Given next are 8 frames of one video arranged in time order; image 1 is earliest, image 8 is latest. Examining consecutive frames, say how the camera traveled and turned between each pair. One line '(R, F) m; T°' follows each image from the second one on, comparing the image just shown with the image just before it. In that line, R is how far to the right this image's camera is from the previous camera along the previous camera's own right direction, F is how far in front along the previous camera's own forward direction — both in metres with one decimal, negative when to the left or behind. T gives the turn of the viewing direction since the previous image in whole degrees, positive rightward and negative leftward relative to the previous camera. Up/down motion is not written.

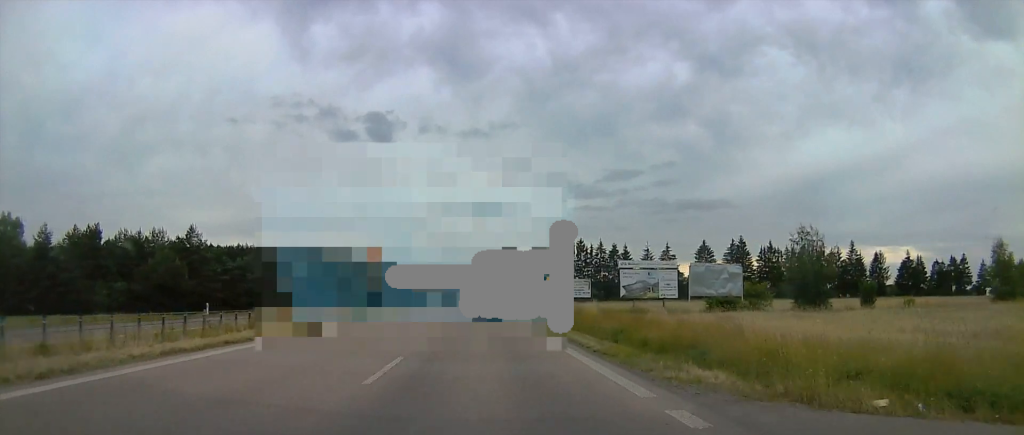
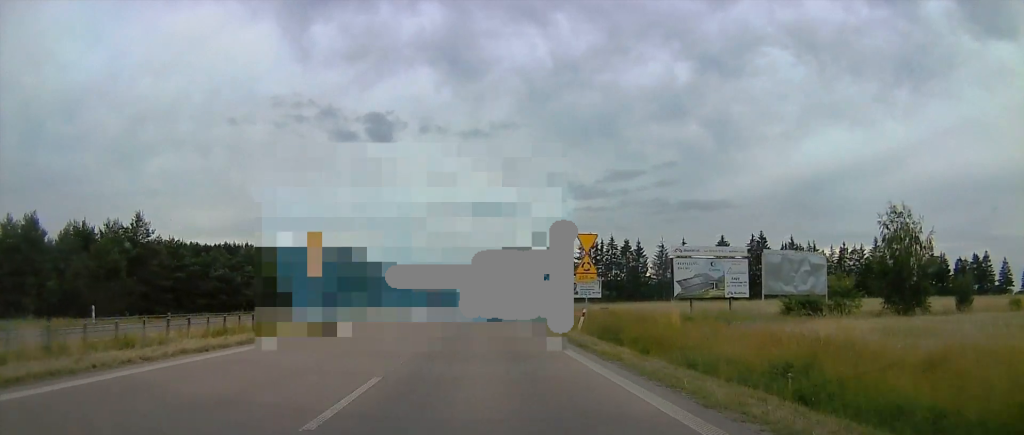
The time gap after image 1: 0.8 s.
(0.0, +14.6) m; 0°
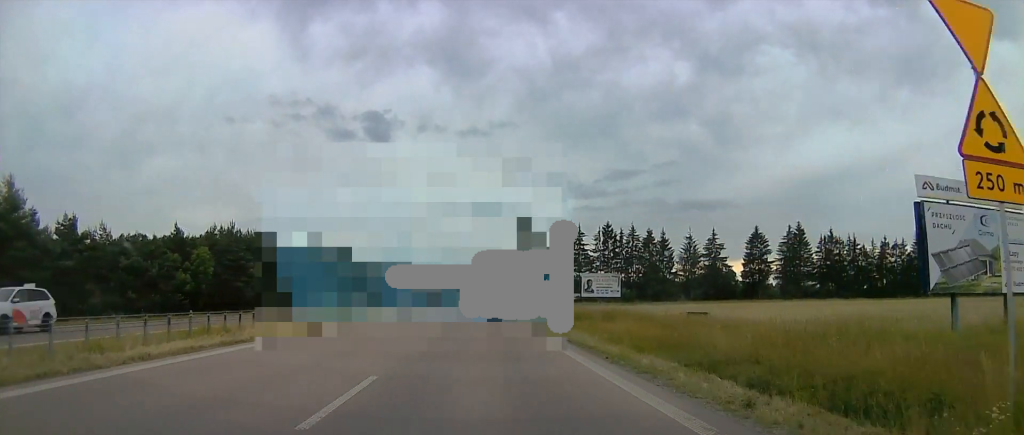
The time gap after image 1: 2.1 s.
(0.0, +23.3) m; 0°
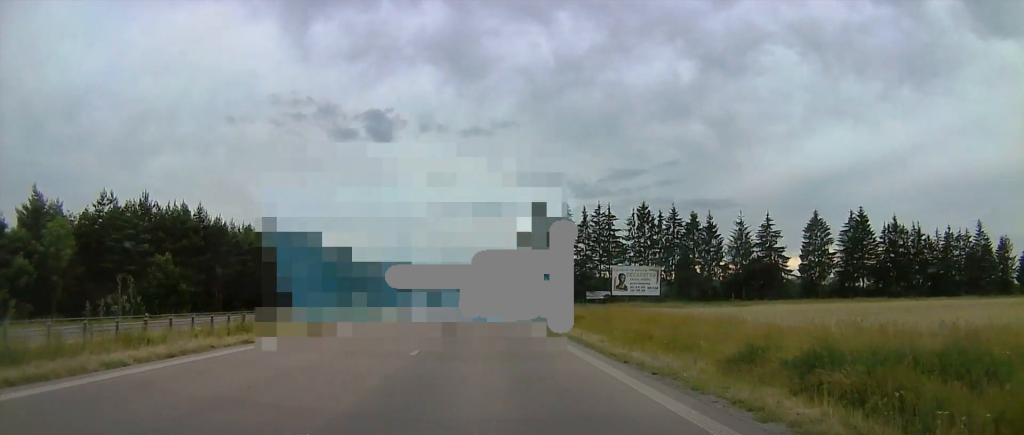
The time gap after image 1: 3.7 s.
(-1.0, +27.4) m; -4°
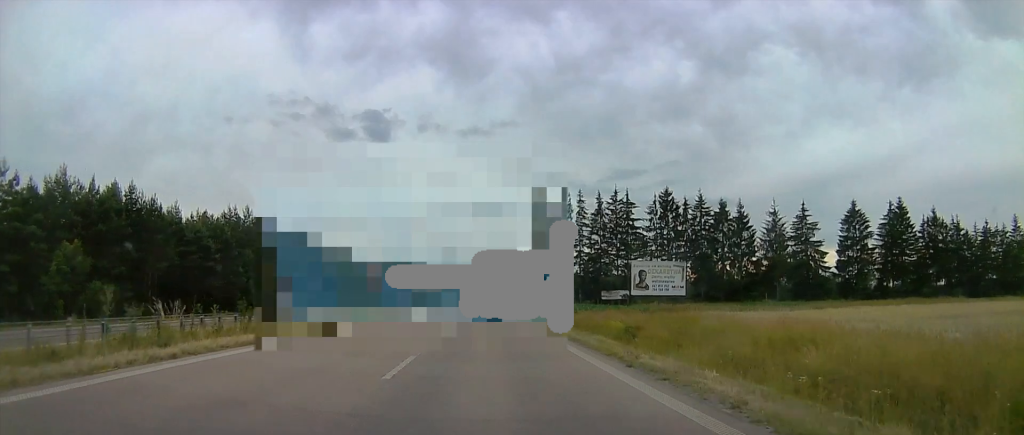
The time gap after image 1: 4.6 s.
(-0.3, +15.9) m; +1°
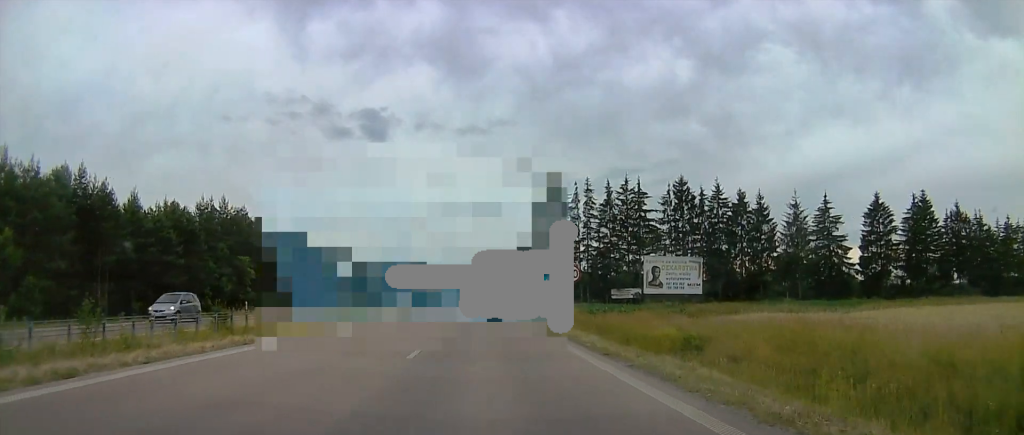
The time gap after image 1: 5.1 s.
(+0.4, +8.8) m; +2°
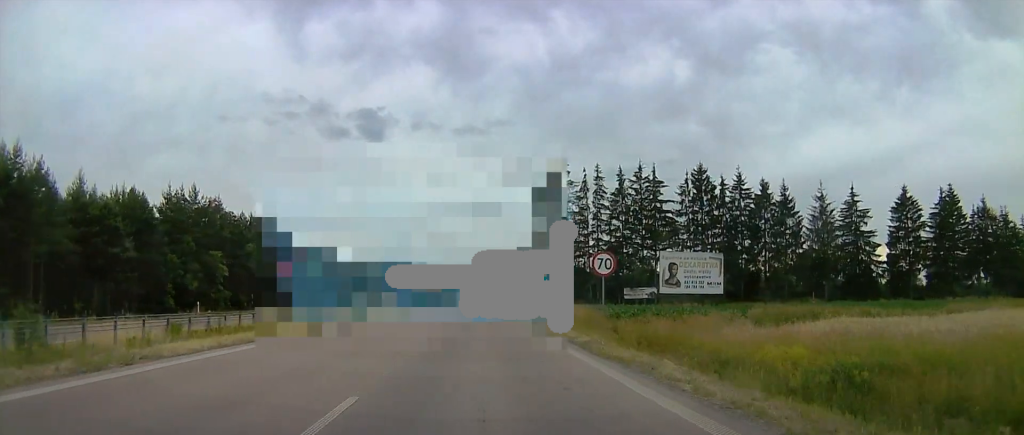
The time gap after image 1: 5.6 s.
(+0.1, +9.4) m; +1°
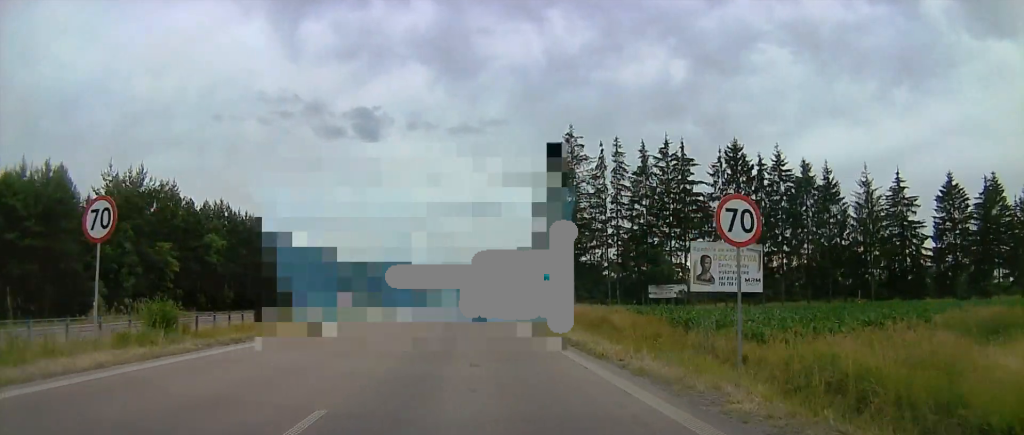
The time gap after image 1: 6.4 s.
(0.0, +13.5) m; 0°
